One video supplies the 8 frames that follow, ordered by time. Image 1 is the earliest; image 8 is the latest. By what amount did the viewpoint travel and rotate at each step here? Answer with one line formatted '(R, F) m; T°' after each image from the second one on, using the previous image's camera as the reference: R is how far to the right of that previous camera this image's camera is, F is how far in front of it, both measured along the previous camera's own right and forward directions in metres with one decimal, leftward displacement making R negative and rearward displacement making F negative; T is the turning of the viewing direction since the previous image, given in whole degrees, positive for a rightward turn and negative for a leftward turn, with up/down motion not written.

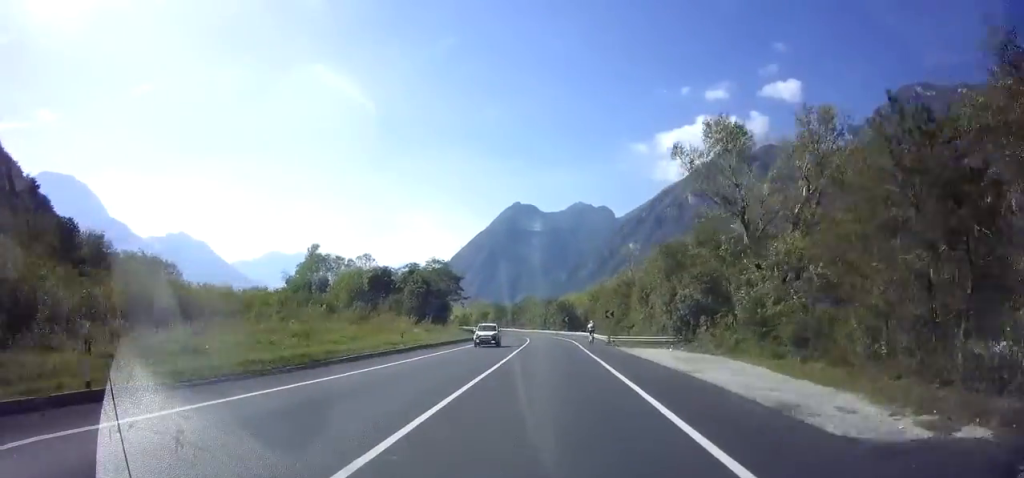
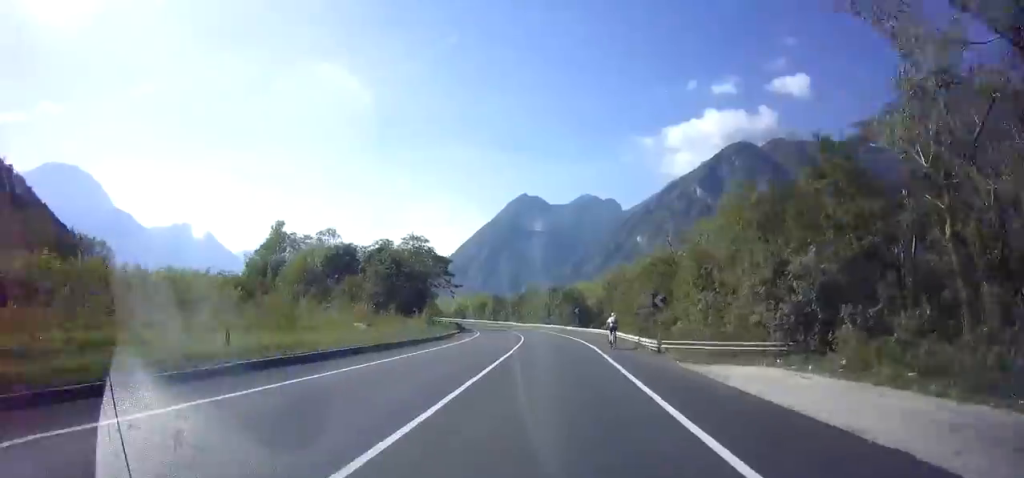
(0.0, +17.0) m; -1°
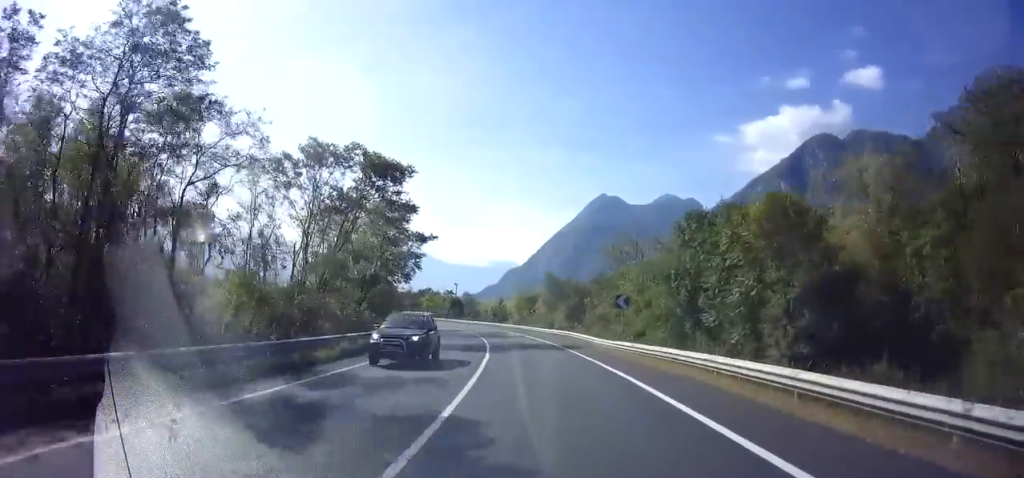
(-4.6, +59.0) m; -11°
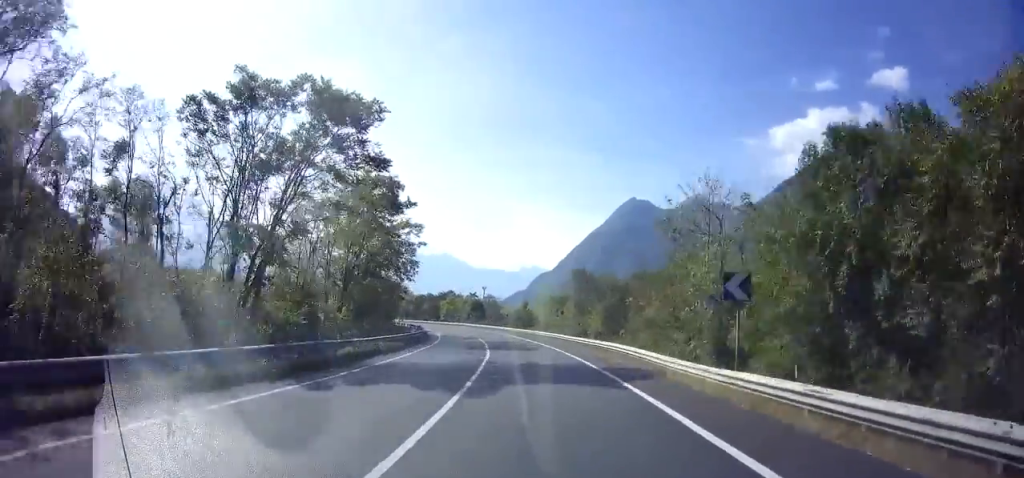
(-0.5, +11.9) m; -3°
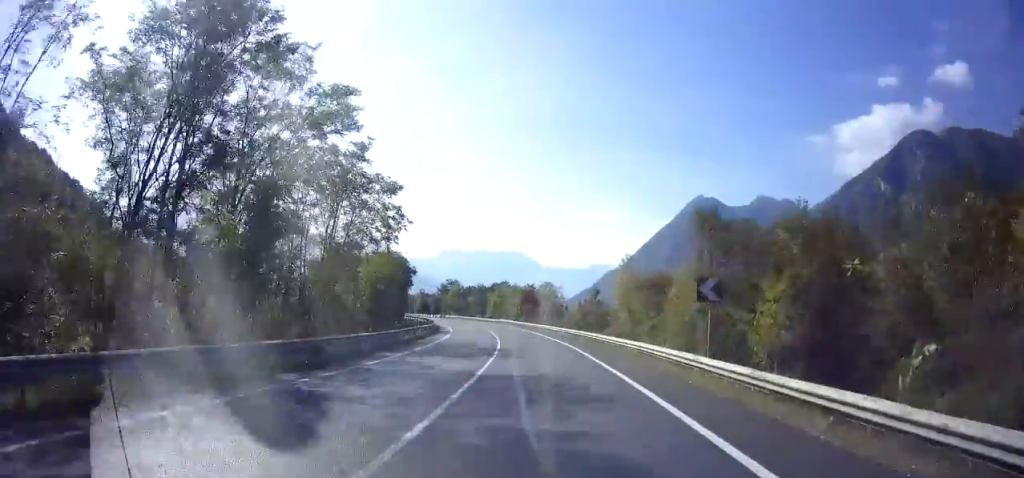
(-1.6, +27.4) m; -9°
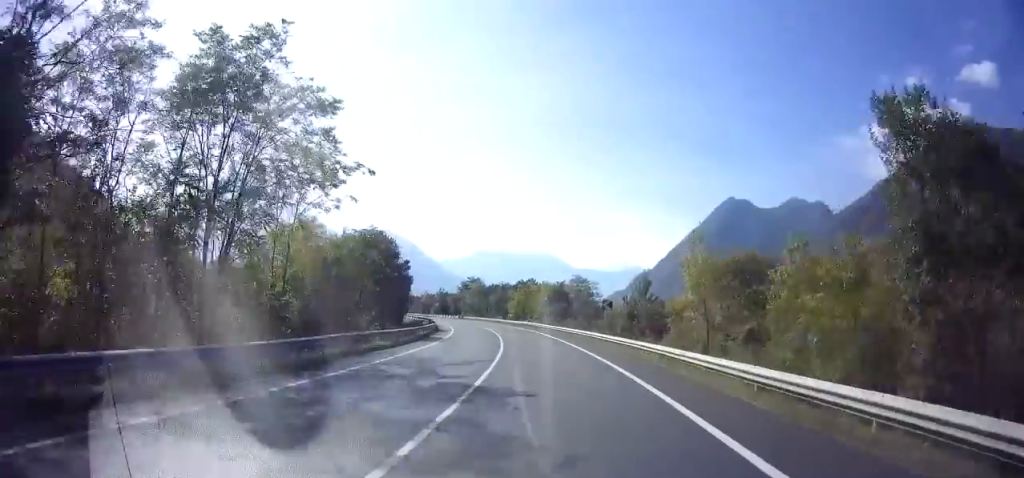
(-0.9, +14.8) m; -4°
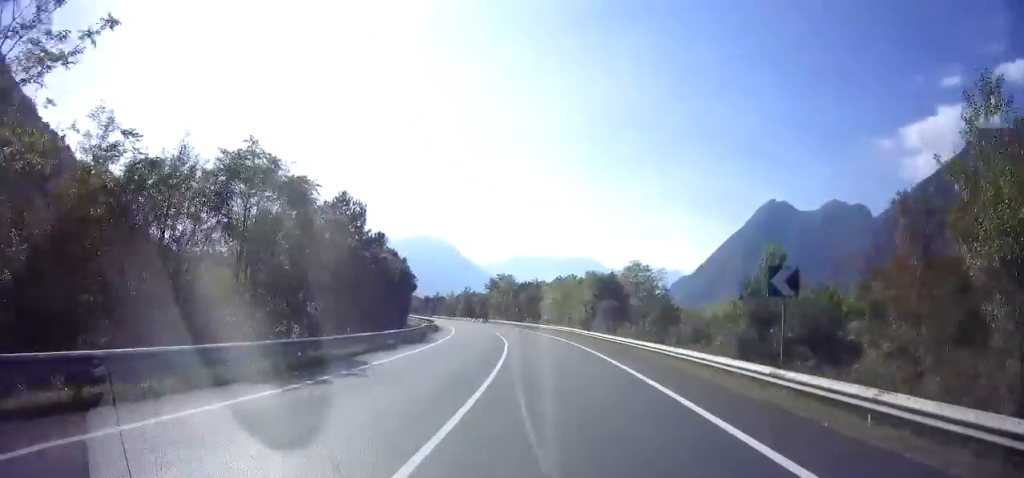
(-0.9, +20.5) m; -3°
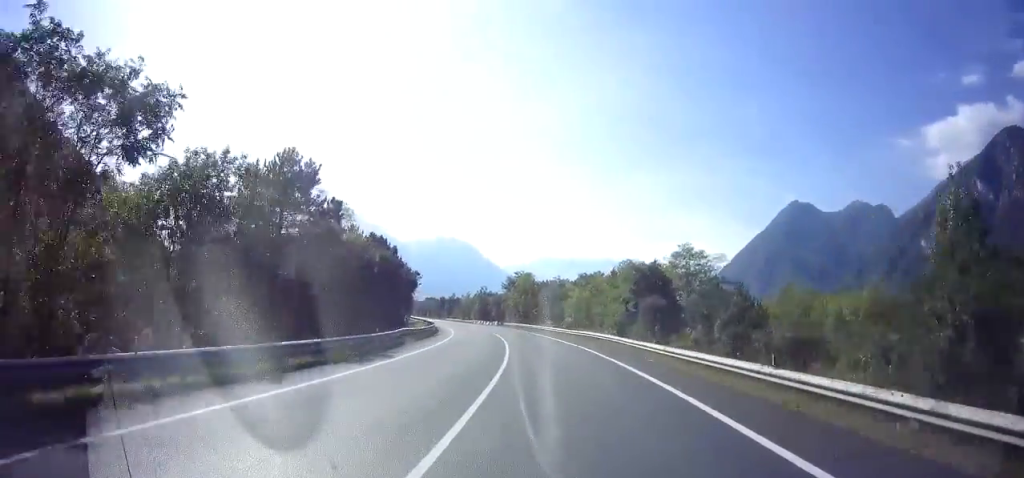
(0.0, +11.4) m; 0°
